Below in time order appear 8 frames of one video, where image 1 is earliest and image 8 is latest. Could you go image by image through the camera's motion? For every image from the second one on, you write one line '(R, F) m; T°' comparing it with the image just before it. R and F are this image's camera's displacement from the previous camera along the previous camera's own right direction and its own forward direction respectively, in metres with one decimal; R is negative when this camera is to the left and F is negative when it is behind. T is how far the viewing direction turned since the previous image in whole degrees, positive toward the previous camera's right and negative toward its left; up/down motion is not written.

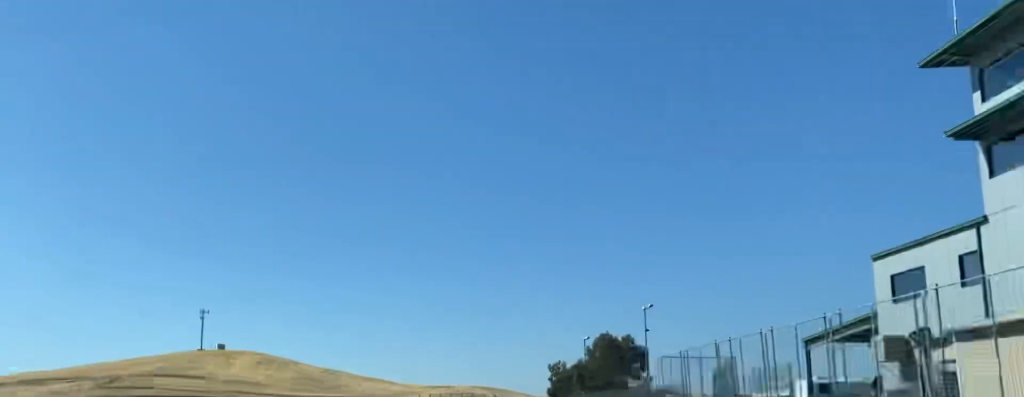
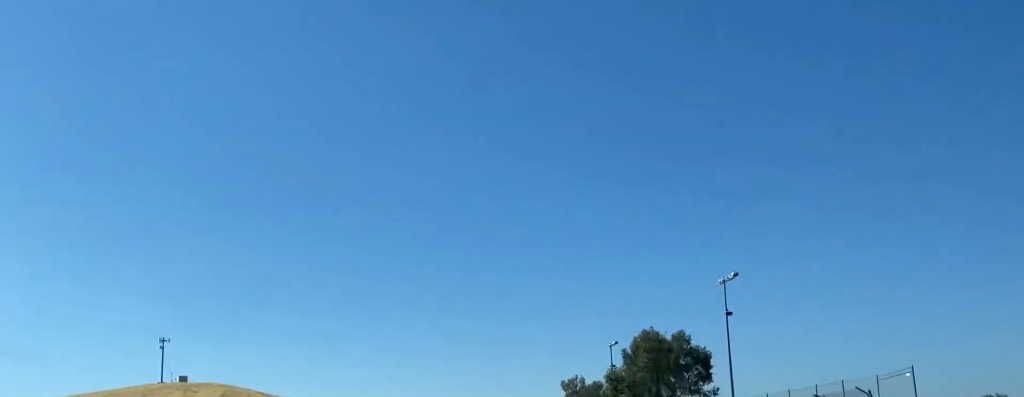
(-0.1, +34.7) m; -2°
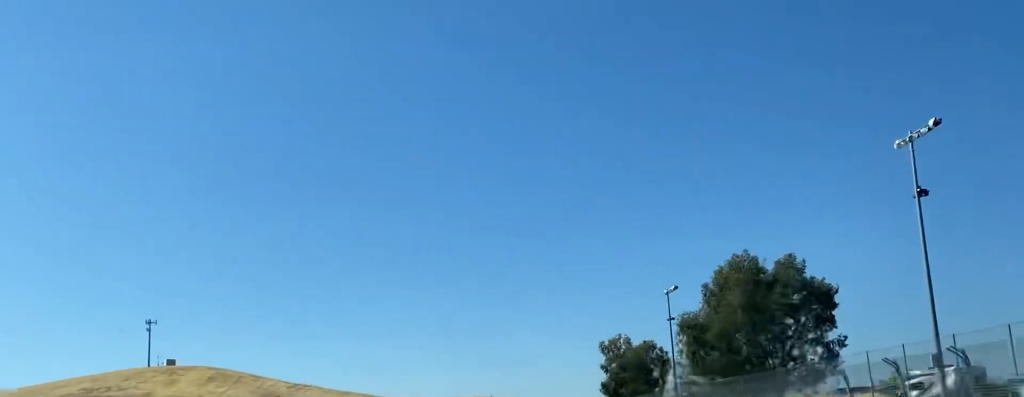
(0.0, +27.8) m; -3°
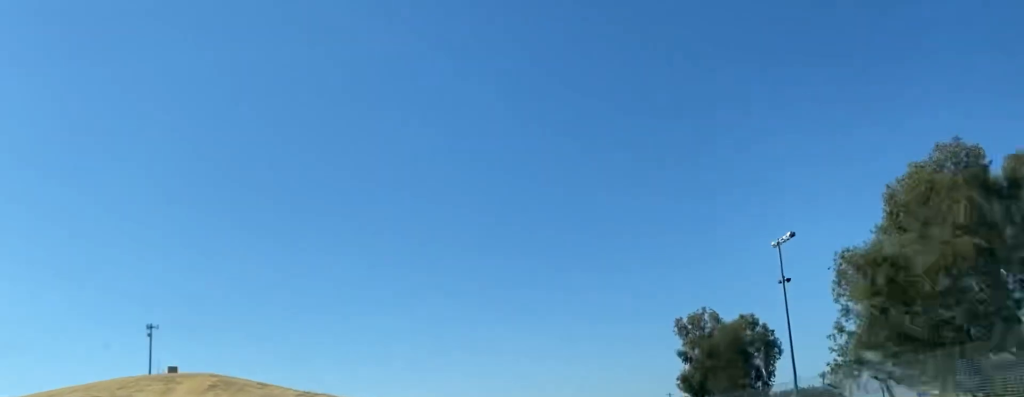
(-0.8, +22.0) m; -9°
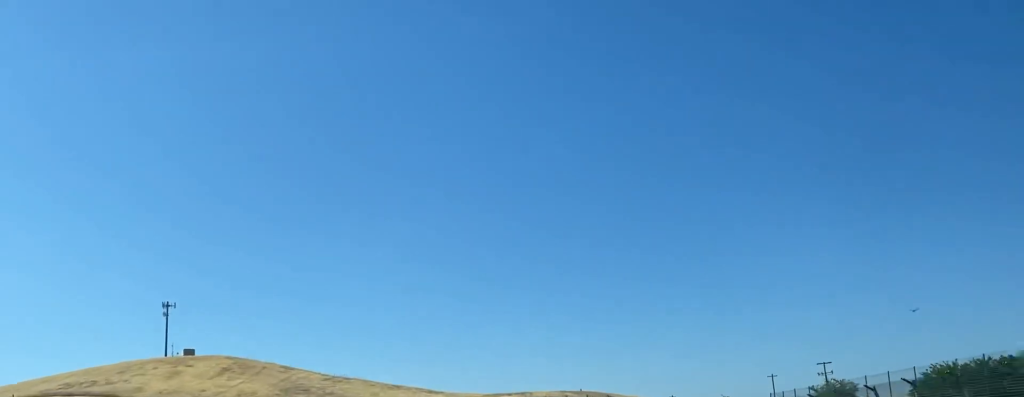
(-7.5, +40.9) m; -18°
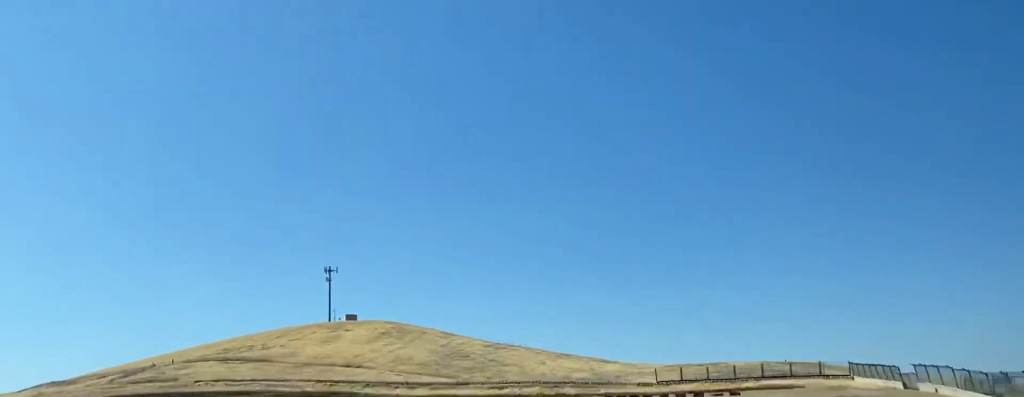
(-2.3, +31.9) m; -17°
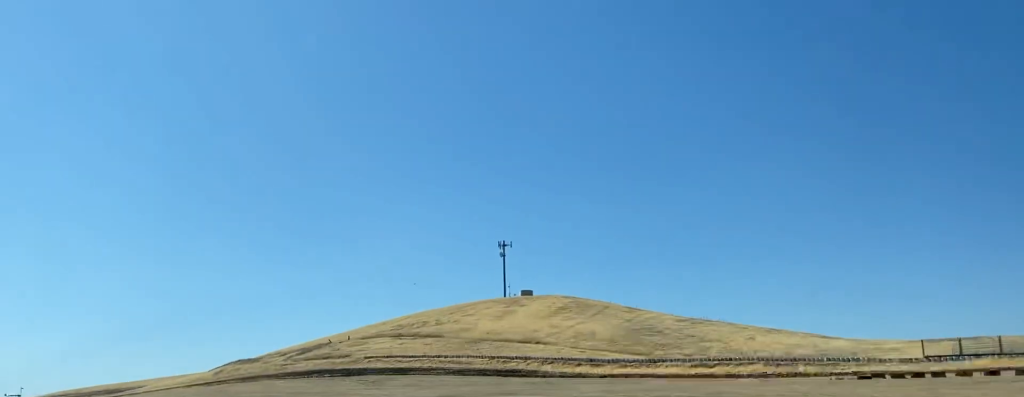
(-3.4, +22.6) m; -14°
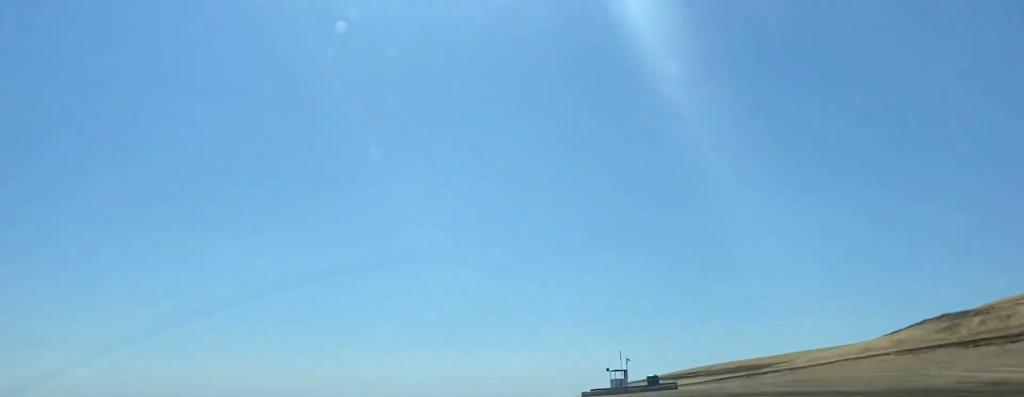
(-31.4, +99.4) m; -16°
